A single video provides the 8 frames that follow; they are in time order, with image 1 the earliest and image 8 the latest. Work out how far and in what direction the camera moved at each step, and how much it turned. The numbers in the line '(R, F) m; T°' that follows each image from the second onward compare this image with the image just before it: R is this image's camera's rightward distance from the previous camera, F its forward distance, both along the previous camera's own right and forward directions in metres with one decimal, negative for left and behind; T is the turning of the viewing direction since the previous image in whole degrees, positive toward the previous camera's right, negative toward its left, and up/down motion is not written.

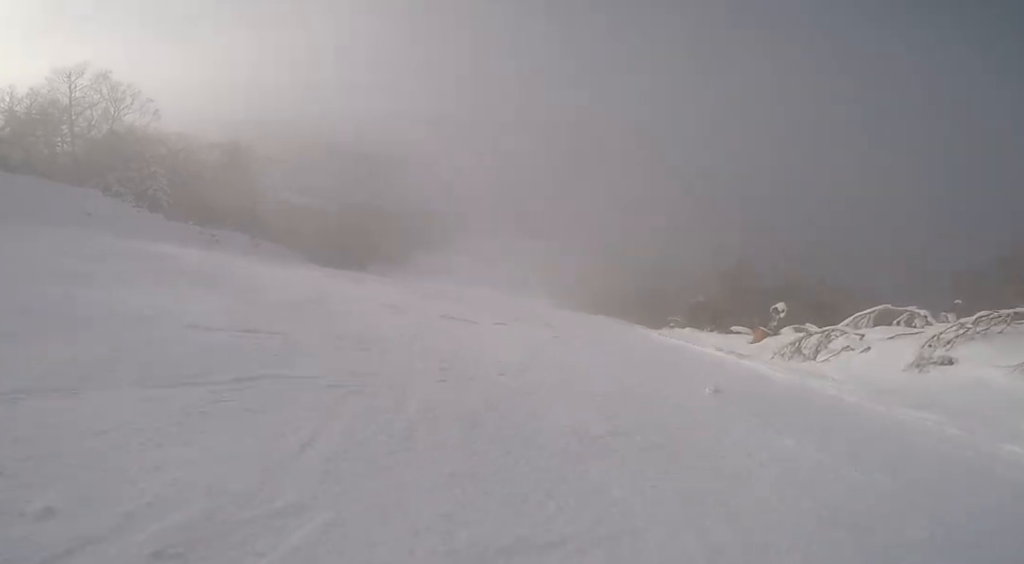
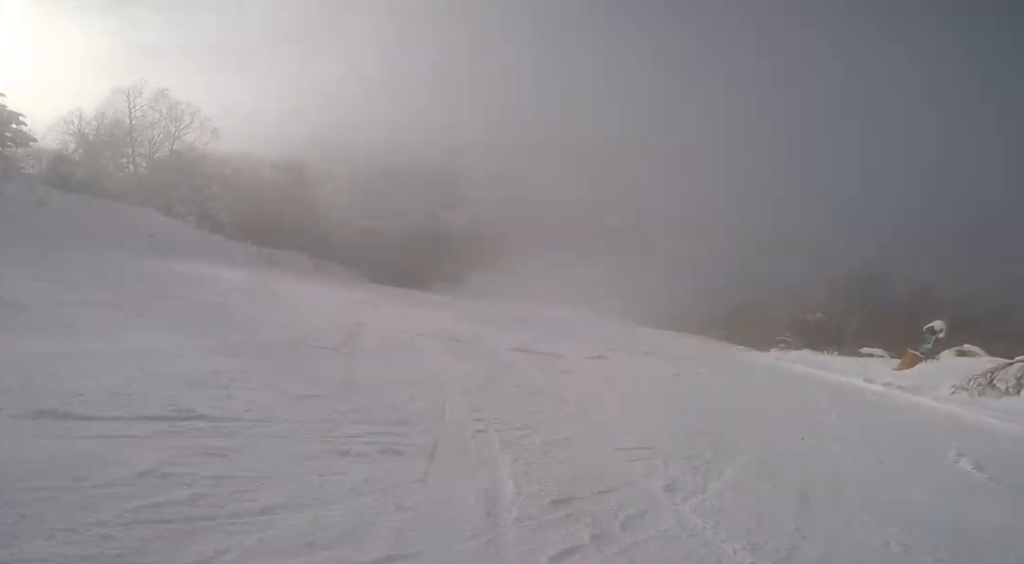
(-0.3, +2.8) m; -9°
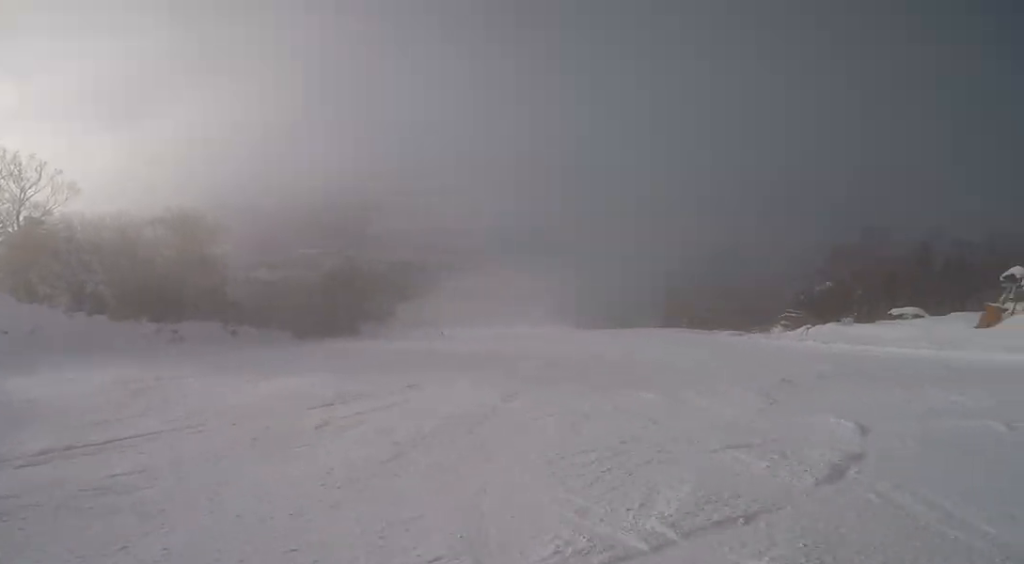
(-0.5, +7.4) m; +12°
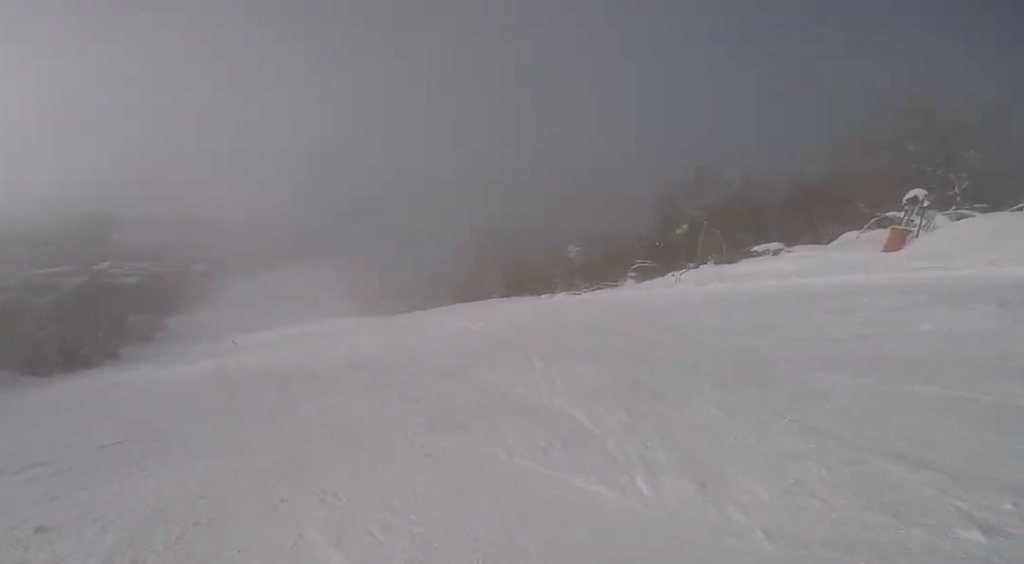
(+3.0, +8.0) m; +25°
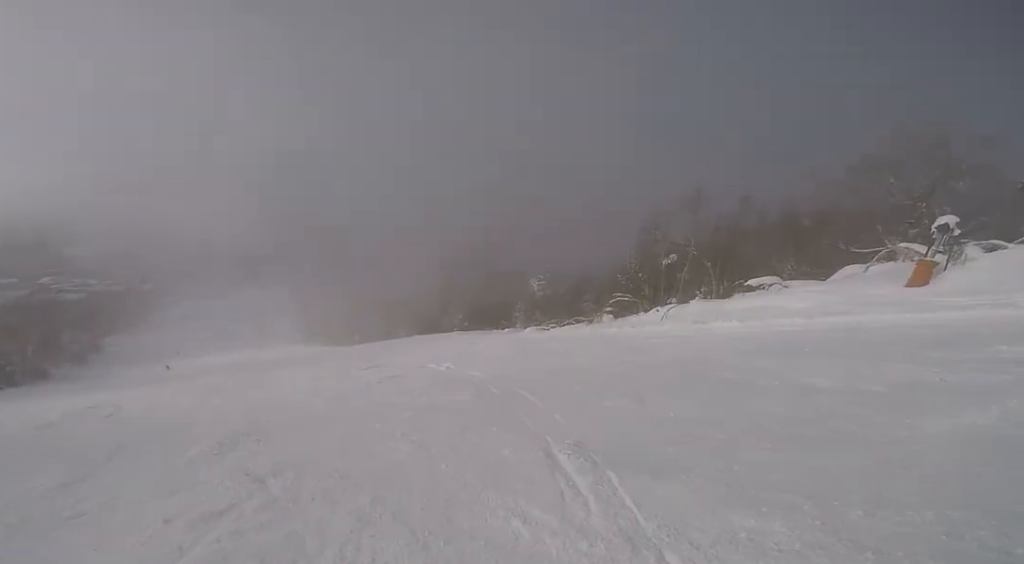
(+0.5, +3.4) m; -1°
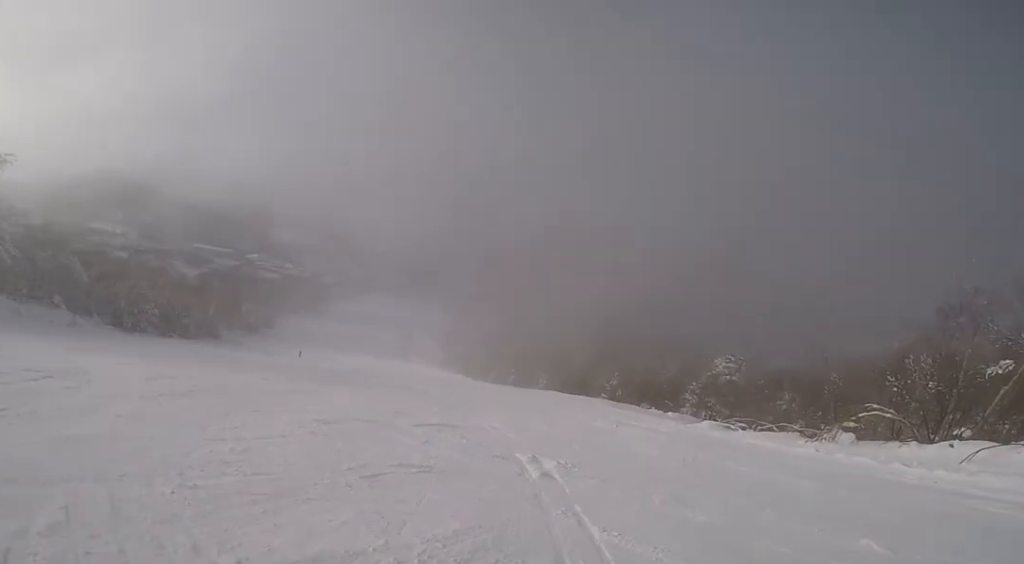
(-0.5, +5.7) m; -9°
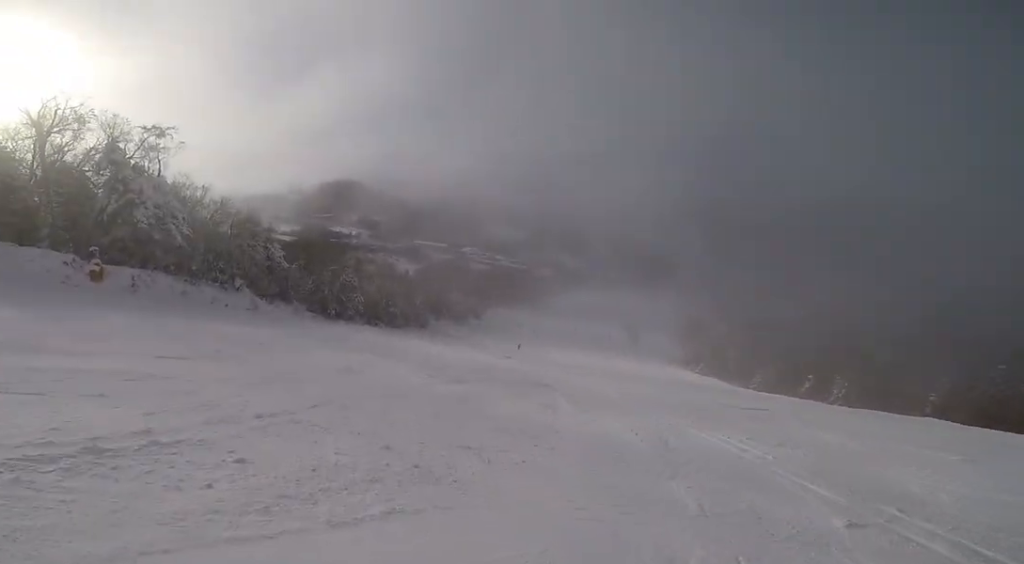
(-4.0, +11.5) m; -32°
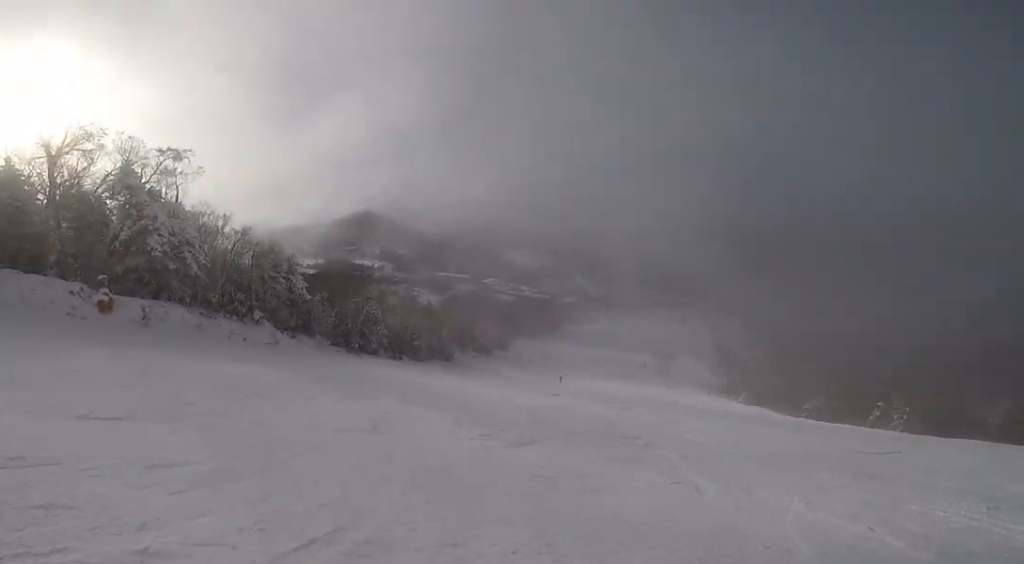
(-1.1, +2.9) m; -1°
